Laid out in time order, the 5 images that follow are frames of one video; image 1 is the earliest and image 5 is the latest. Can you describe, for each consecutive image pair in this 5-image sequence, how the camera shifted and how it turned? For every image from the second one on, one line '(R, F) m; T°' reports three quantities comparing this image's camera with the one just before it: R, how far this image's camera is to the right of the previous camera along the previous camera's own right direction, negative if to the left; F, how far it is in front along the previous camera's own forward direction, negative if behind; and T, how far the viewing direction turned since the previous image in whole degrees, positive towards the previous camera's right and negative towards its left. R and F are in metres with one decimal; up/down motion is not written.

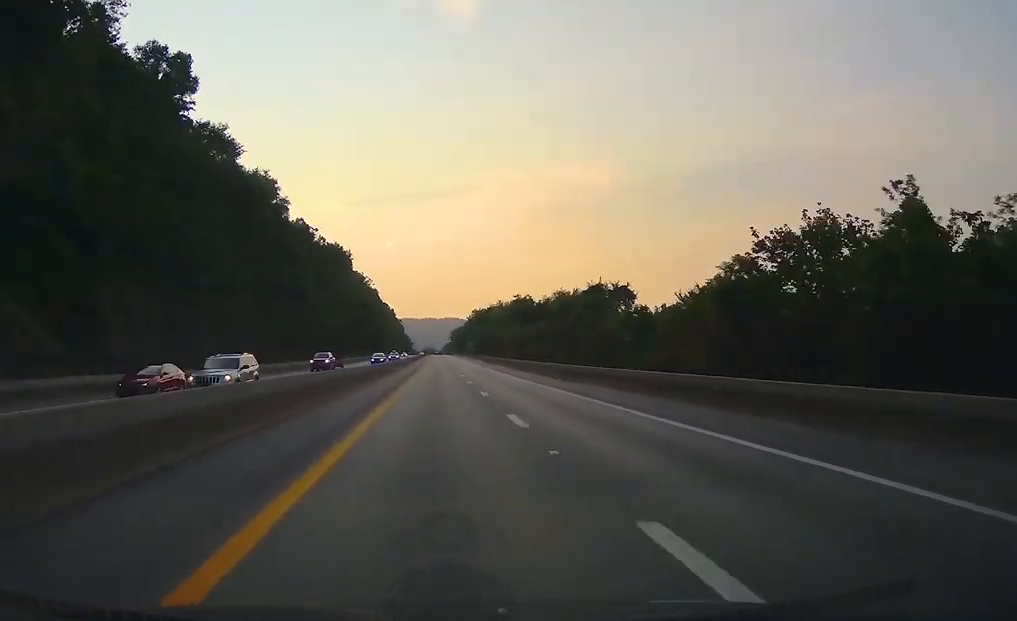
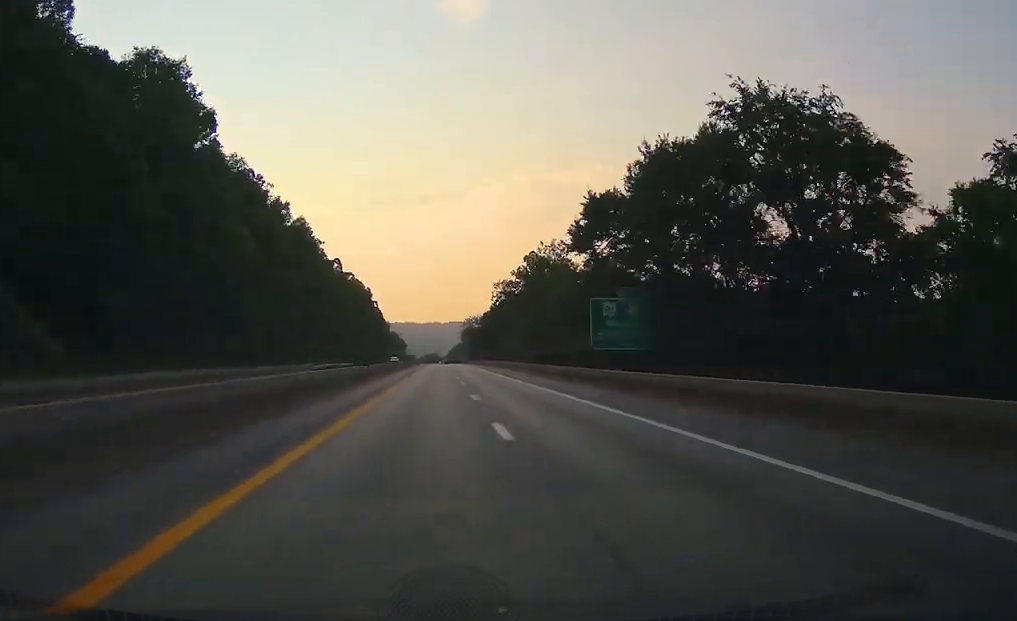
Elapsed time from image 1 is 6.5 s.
(+0.3, +211.3) m; 0°
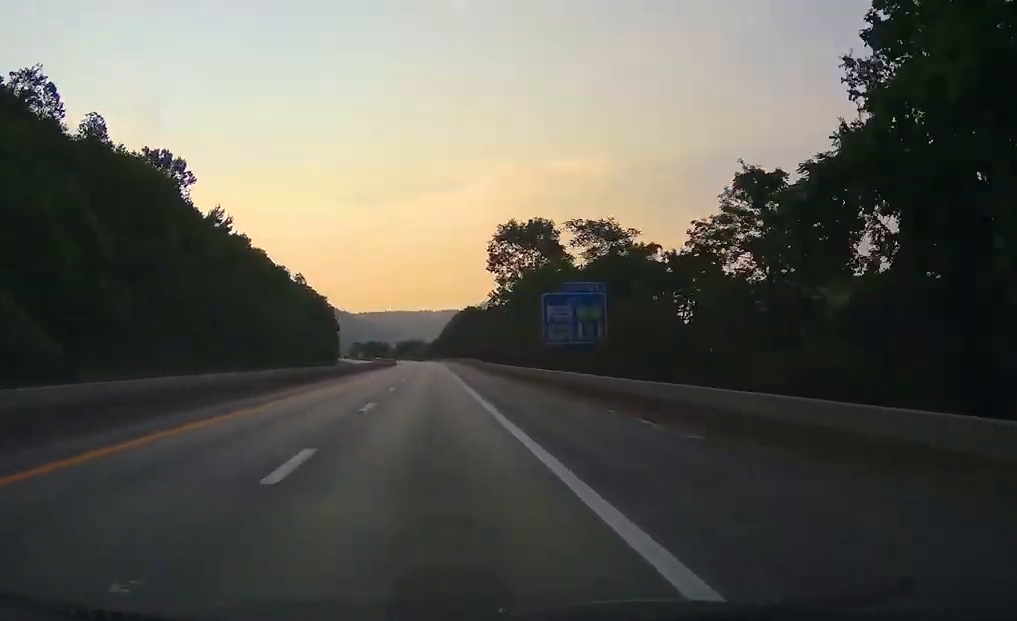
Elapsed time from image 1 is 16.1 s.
(+0.7, +311.0) m; -1°
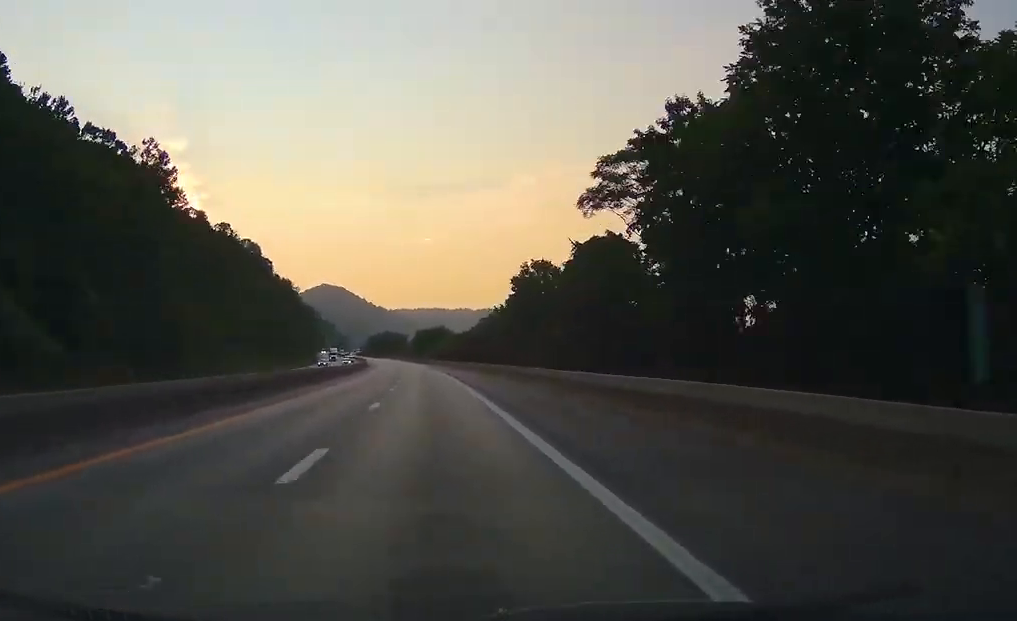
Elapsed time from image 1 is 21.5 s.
(-6.3, +173.3) m; -5°
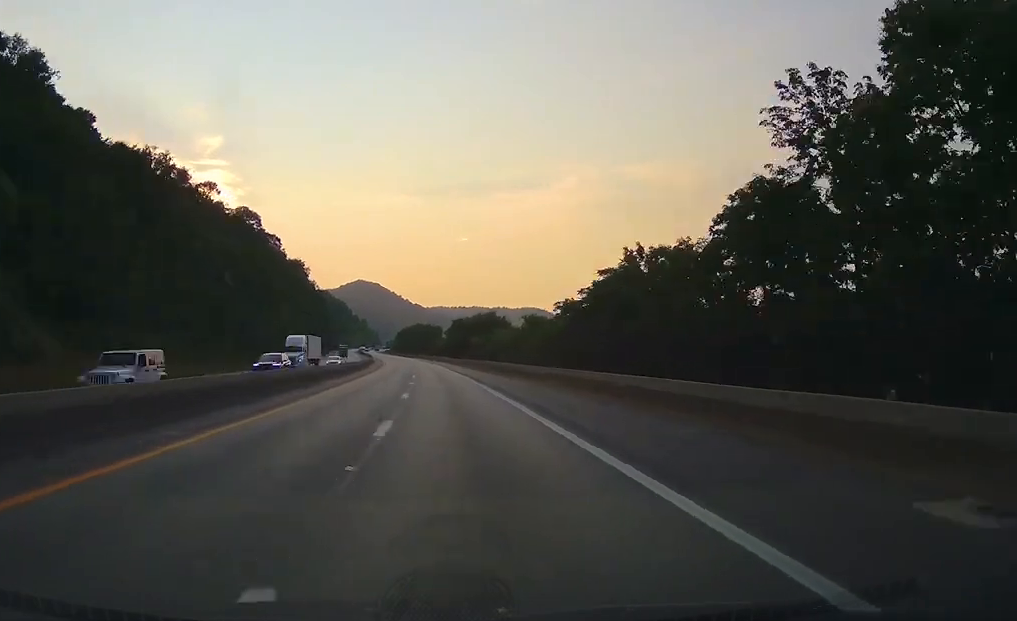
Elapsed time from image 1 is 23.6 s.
(-0.6, +69.5) m; -3°
